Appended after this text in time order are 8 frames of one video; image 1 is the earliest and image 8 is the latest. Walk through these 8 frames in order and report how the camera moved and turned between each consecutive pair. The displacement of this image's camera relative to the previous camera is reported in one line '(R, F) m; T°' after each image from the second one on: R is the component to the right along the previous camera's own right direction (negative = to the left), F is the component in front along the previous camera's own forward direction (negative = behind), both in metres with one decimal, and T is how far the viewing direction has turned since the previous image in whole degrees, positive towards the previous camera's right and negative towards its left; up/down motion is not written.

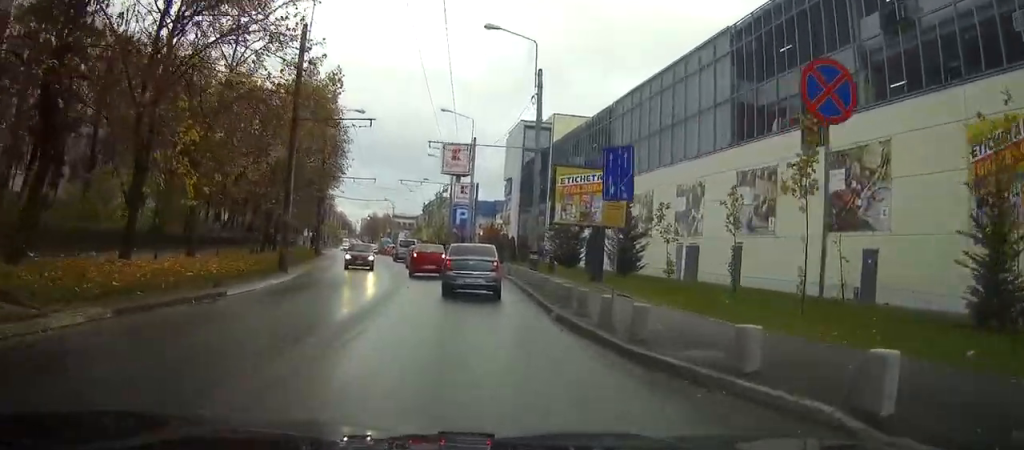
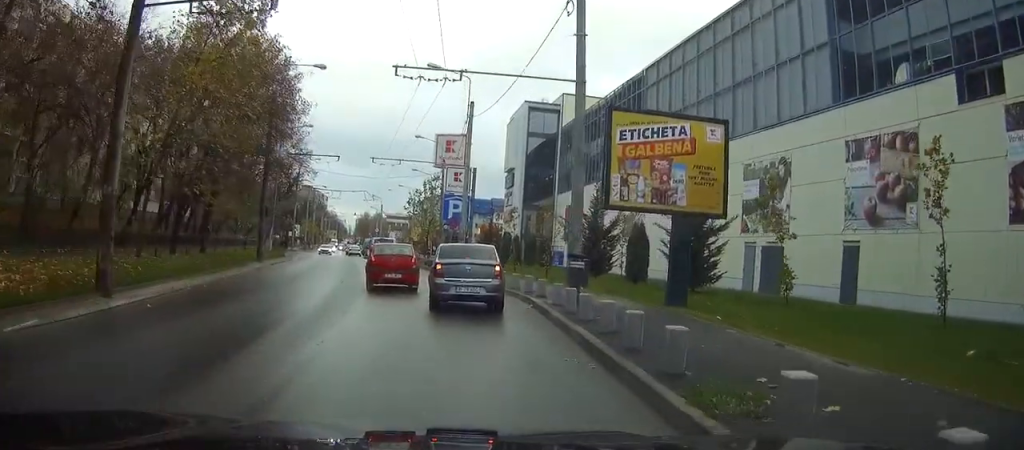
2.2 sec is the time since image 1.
(-0.7, +15.2) m; -2°
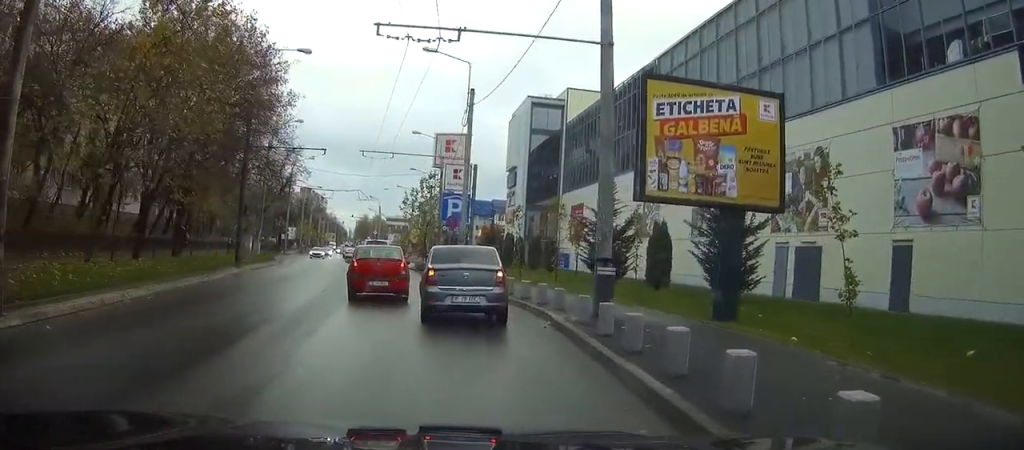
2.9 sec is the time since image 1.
(0.0, +4.4) m; +2°
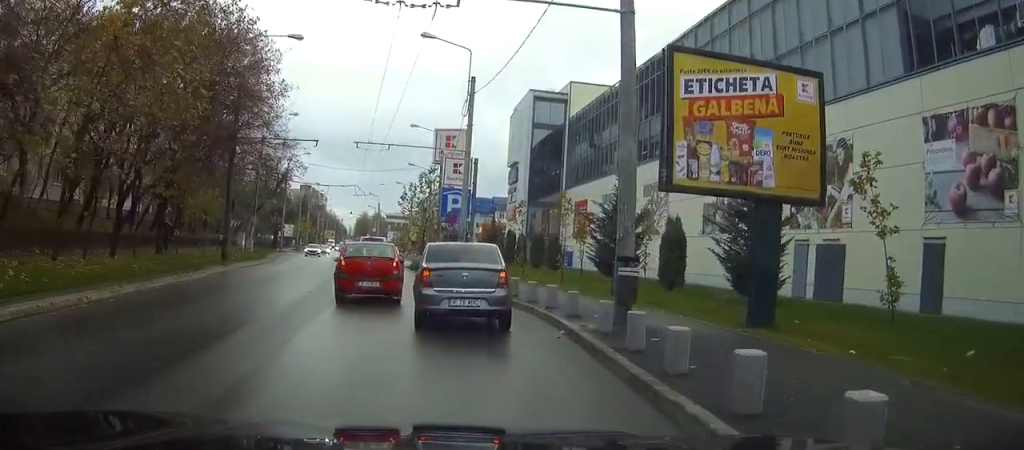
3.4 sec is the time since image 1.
(0.0, +2.2) m; 0°
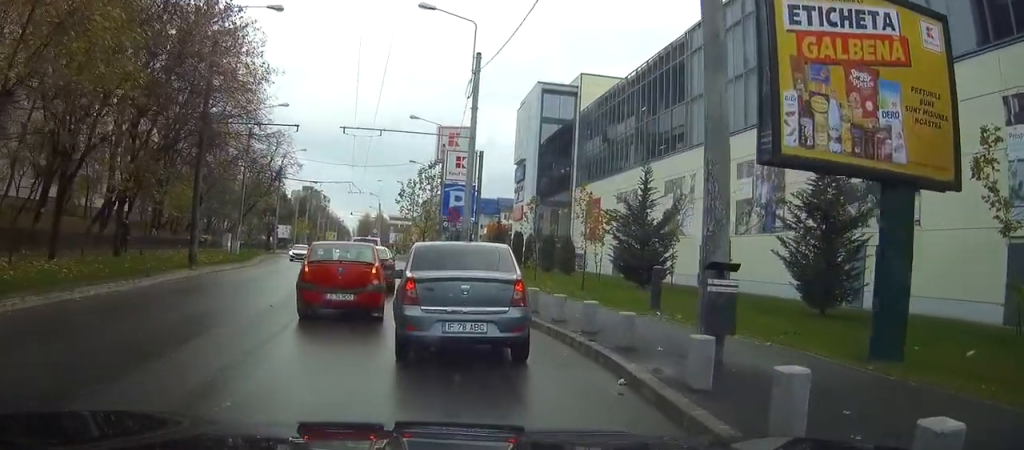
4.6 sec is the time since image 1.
(0.0, +5.6) m; +2°
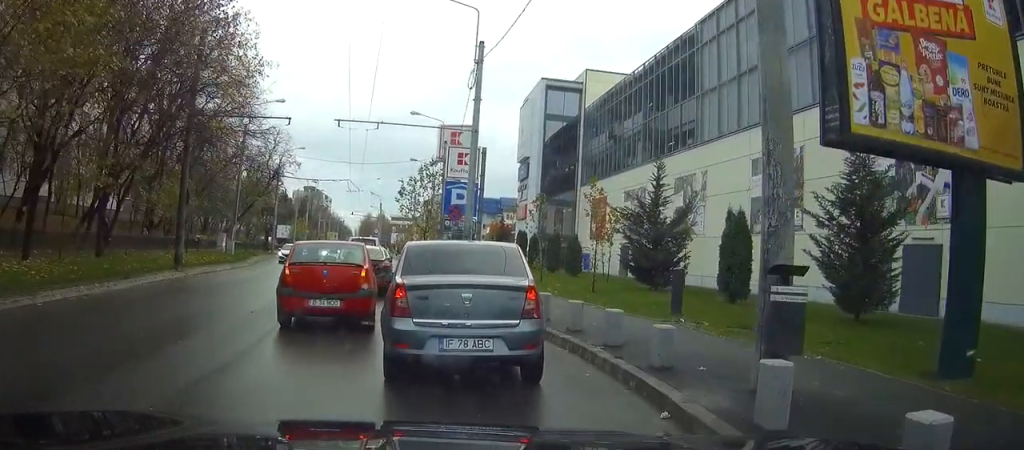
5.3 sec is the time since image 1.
(0.0, +2.2) m; +2°
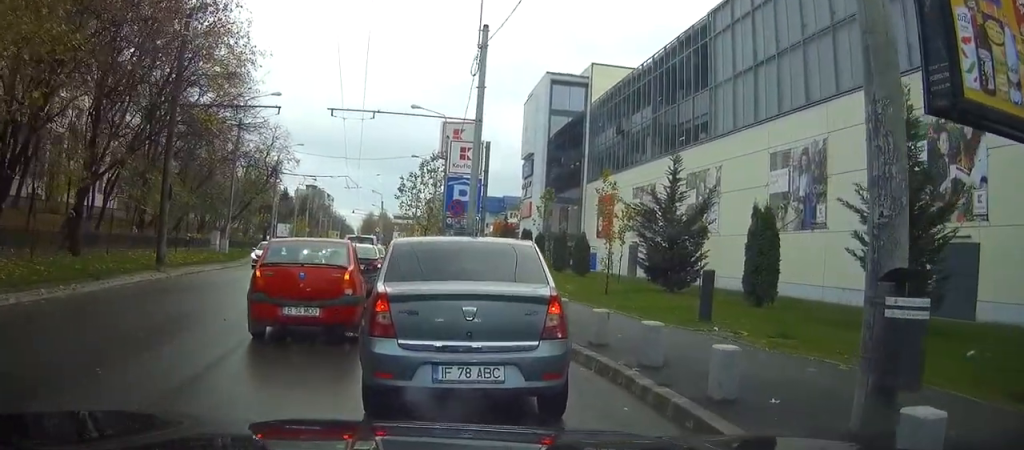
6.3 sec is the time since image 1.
(+0.2, +2.5) m; +3°
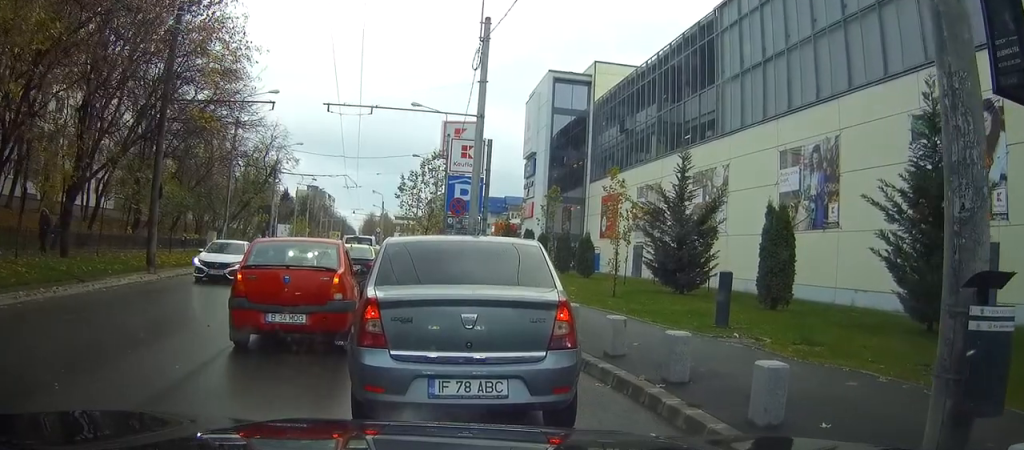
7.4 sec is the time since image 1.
(0.0, +1.3) m; 0°
